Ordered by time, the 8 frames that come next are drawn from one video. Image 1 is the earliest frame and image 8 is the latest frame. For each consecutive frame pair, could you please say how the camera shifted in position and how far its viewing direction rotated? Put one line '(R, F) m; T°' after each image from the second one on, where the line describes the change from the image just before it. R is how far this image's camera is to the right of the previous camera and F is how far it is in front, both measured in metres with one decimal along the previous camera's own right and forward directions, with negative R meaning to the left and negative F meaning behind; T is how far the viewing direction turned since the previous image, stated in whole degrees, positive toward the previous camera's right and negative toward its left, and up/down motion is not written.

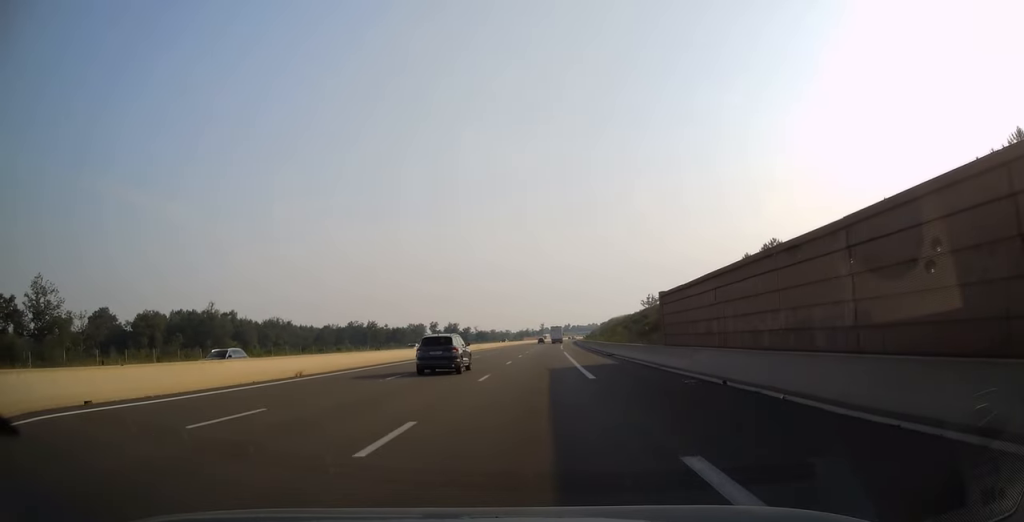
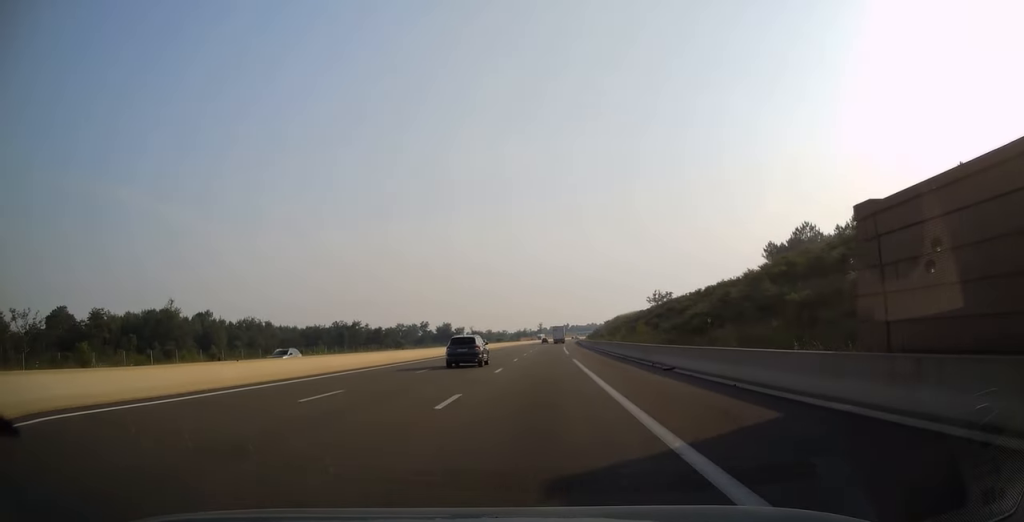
(+0.2, +21.1) m; +1°
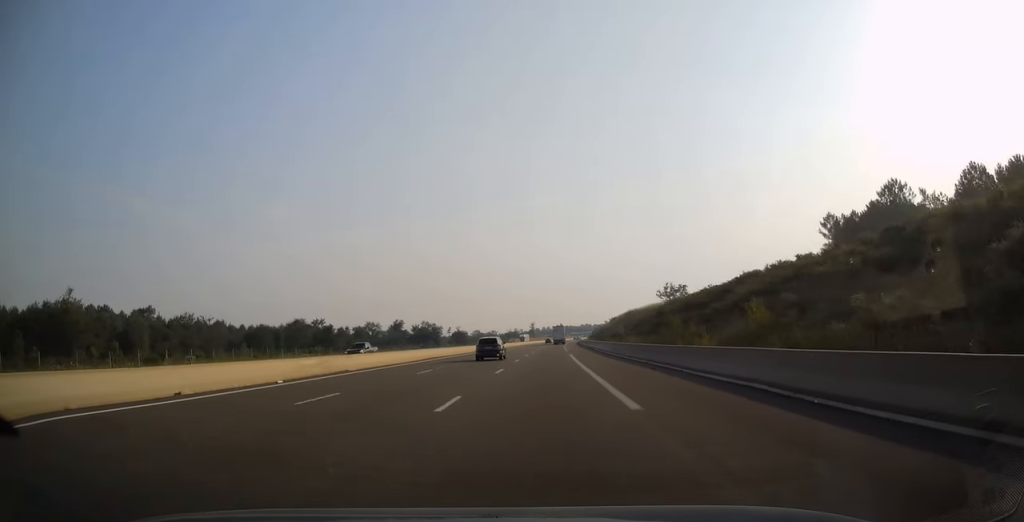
(+0.2, +39.3) m; +1°
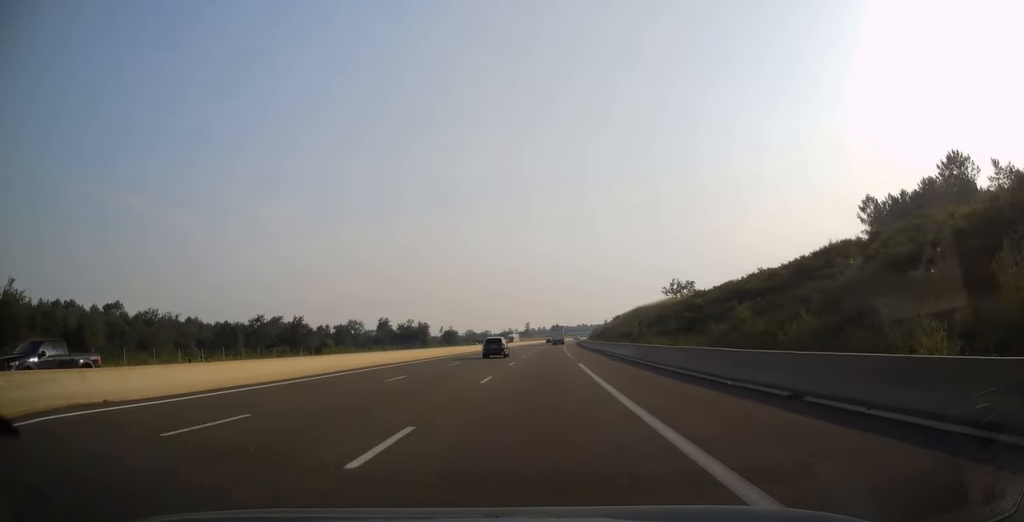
(+0.1, +18.2) m; 0°
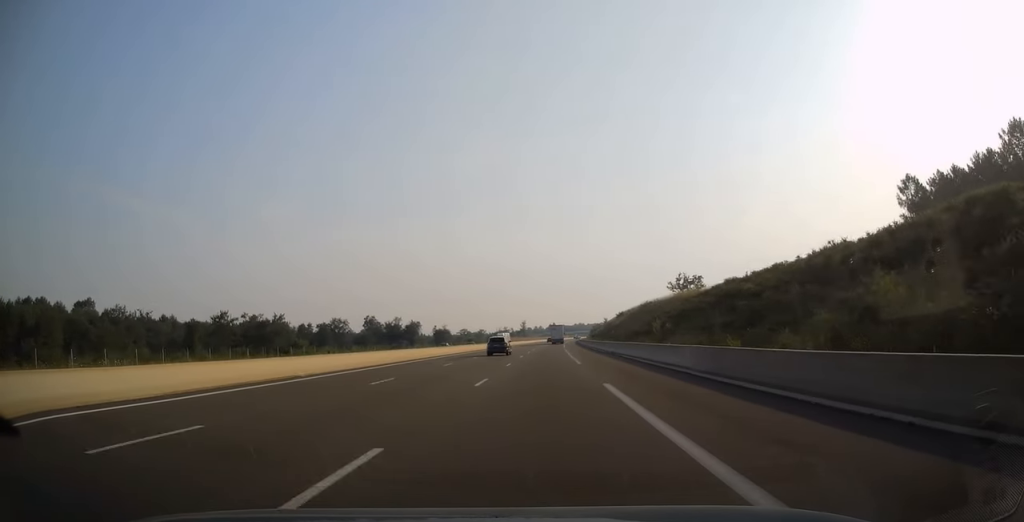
(0.0, +14.8) m; 0°
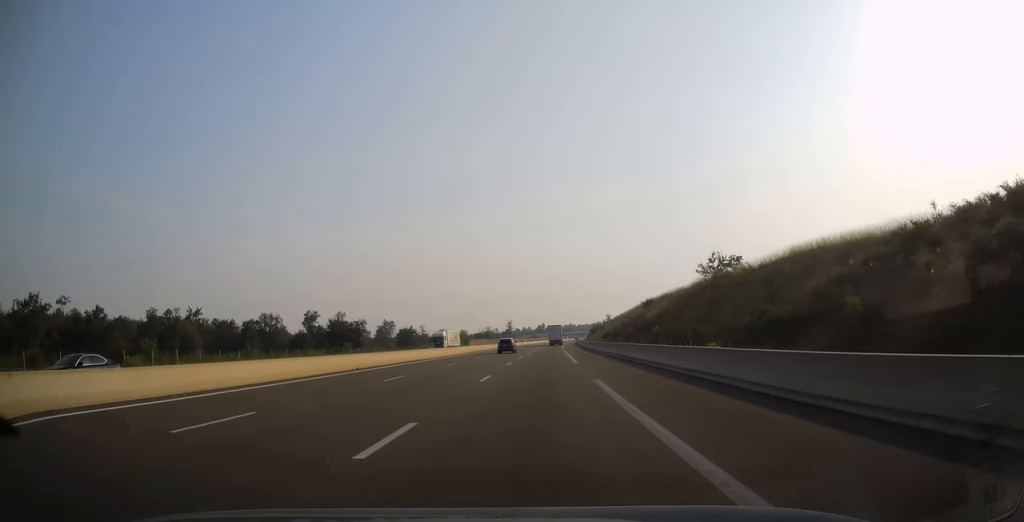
(+0.3, +49.9) m; +1°
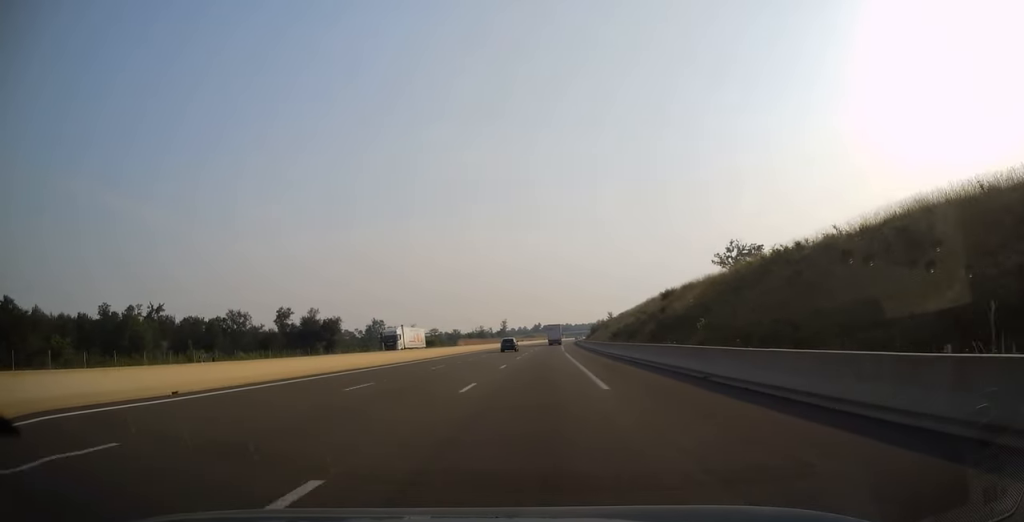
(+0.1, +17.3) m; 0°
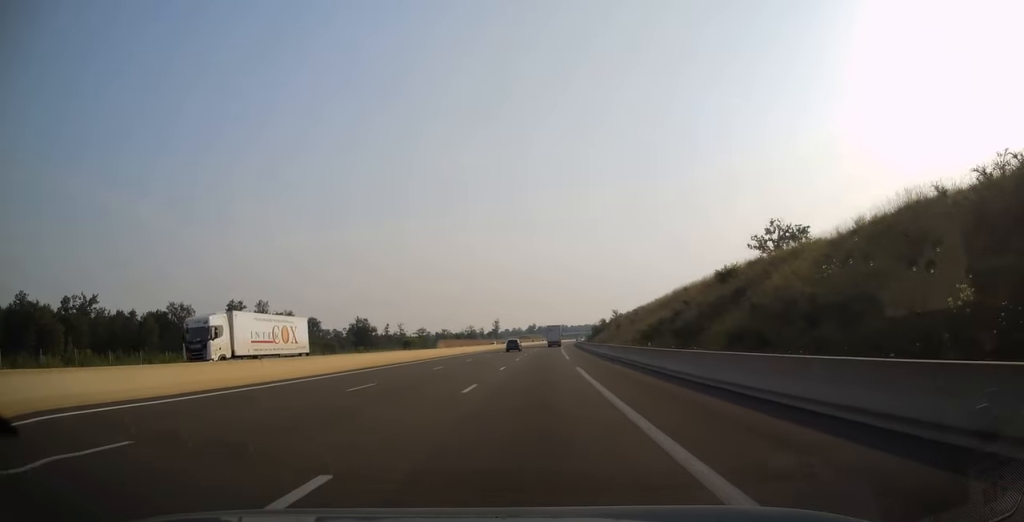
(+0.1, +25.7) m; 0°
